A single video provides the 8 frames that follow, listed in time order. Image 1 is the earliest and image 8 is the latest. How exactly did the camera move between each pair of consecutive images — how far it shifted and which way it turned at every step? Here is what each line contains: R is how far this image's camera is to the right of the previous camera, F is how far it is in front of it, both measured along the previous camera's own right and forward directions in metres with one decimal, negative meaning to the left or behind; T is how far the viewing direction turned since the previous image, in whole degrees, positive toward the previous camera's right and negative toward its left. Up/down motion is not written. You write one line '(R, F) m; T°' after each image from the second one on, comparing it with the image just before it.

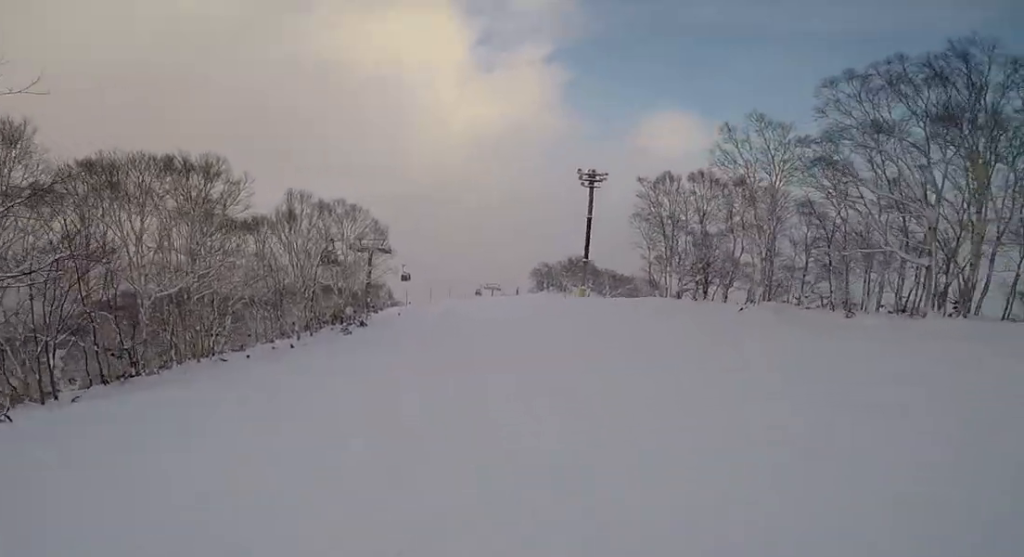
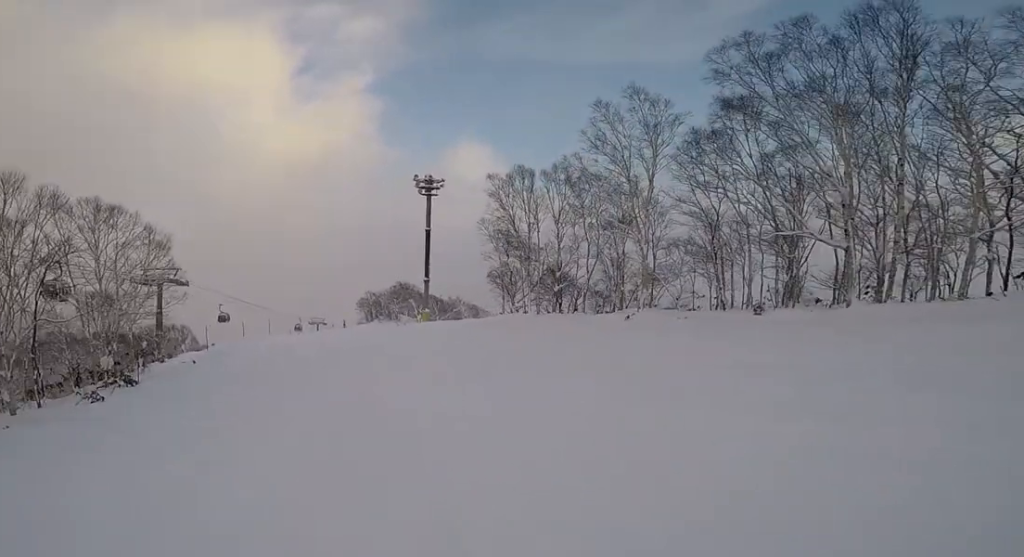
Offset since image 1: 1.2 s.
(+0.7, +8.8) m; +14°
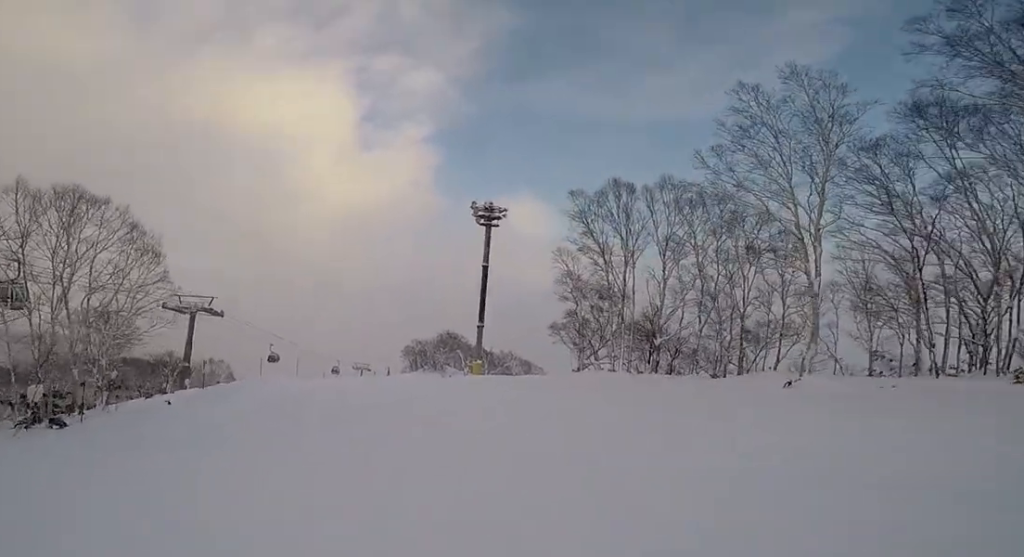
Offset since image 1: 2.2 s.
(+1.2, +7.8) m; +6°
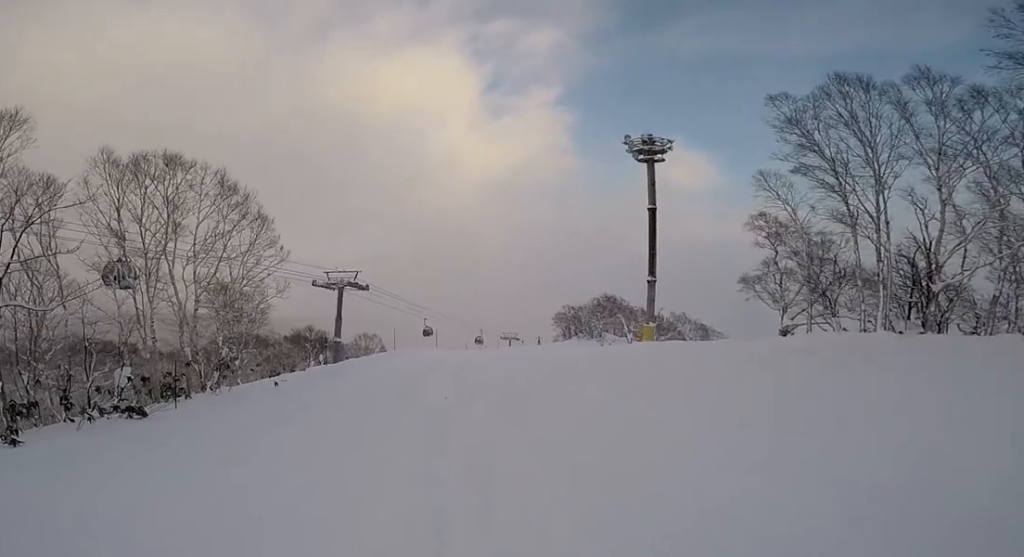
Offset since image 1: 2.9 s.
(+0.3, +5.0) m; -8°
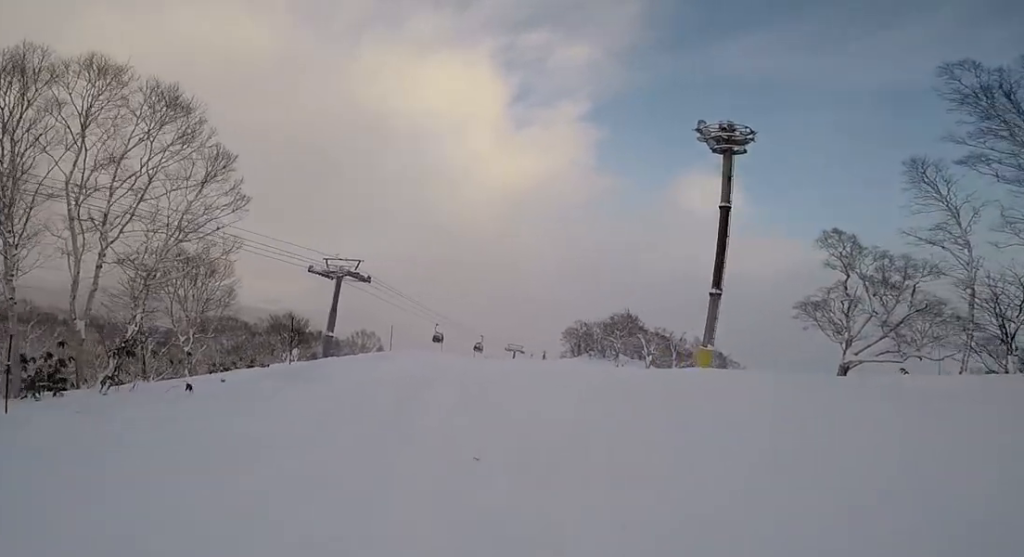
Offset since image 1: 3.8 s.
(-1.3, +5.8) m; -11°
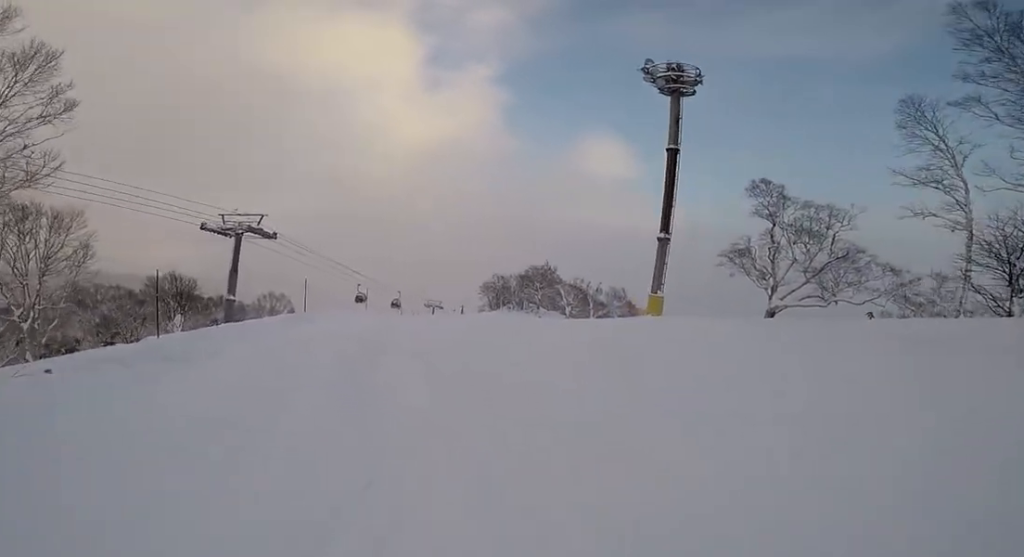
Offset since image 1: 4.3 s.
(-0.1, +3.6) m; +4°
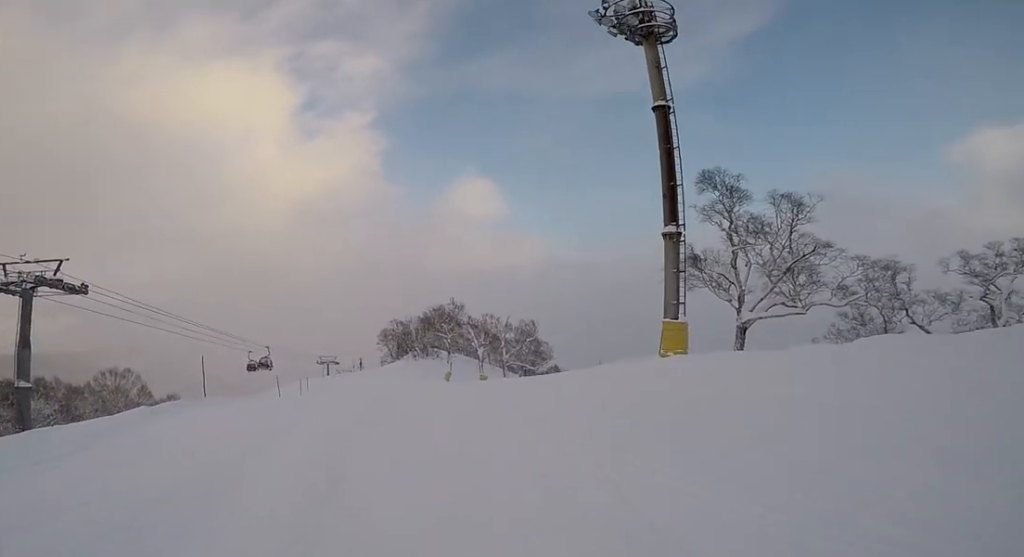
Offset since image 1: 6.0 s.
(+2.4, +9.8) m; +26°
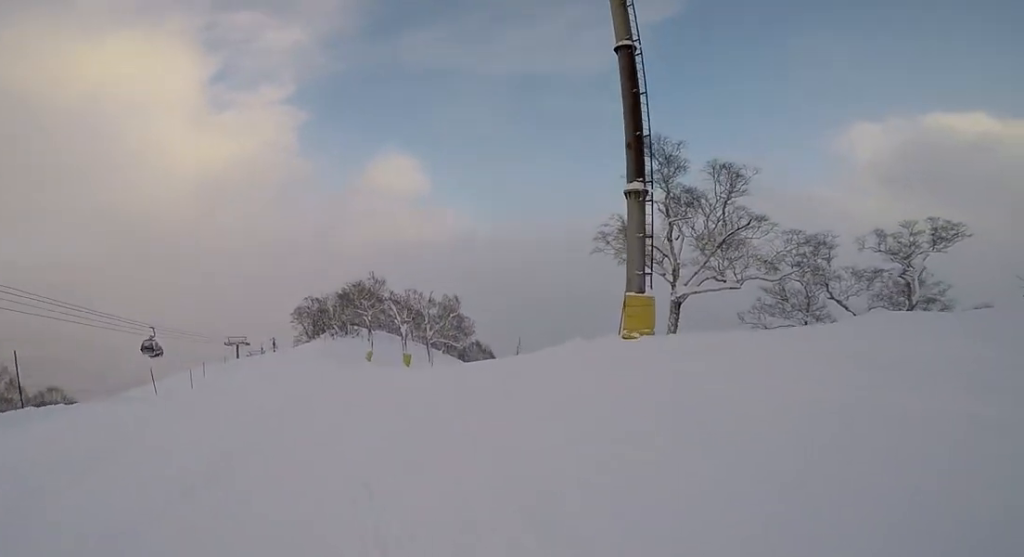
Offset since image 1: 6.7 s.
(+0.1, +4.1) m; 0°
